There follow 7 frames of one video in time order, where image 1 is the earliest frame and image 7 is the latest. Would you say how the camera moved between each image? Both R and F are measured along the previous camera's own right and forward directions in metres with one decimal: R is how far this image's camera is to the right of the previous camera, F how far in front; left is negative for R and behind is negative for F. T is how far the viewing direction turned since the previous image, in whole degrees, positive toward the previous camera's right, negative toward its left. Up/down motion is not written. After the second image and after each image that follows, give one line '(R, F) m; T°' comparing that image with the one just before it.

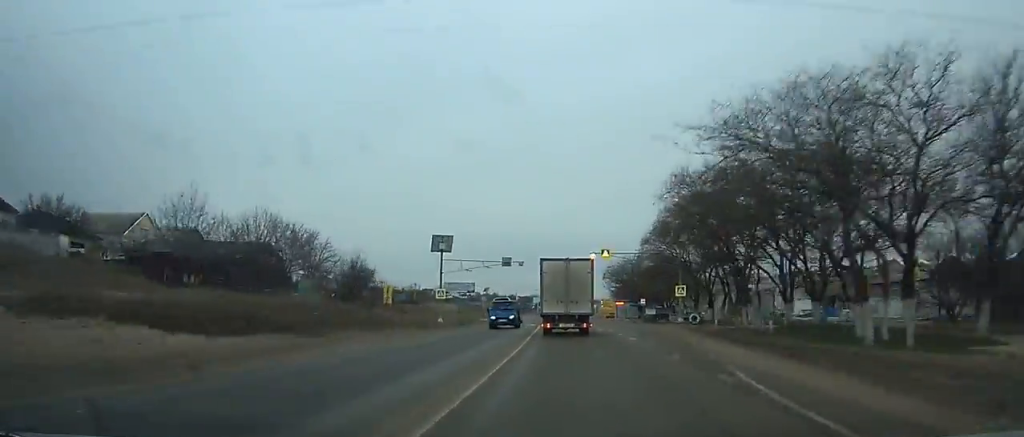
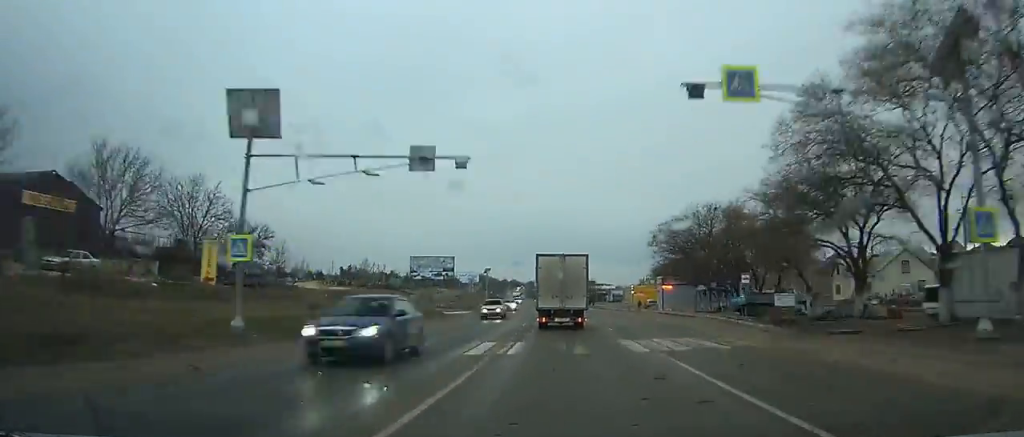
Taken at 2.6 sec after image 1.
(-0.6, +37.9) m; -2°
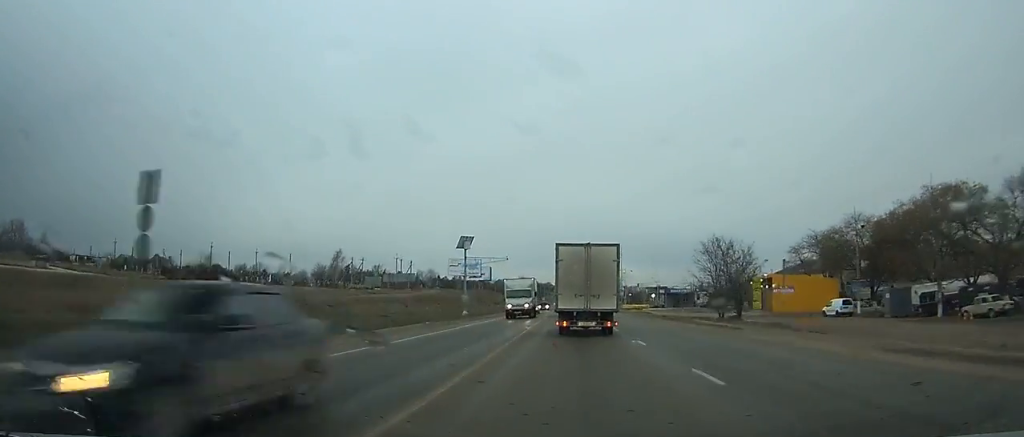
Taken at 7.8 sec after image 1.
(-3.0, +75.9) m; -4°
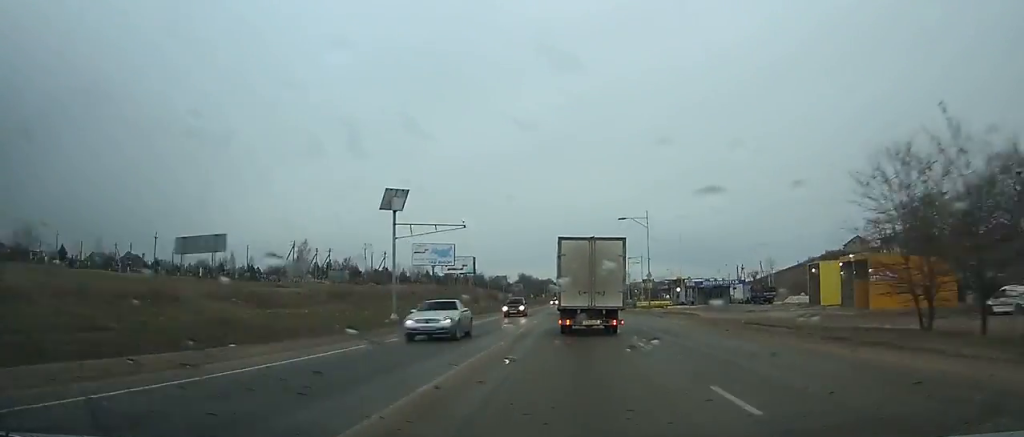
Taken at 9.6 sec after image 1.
(-0.3, +25.9) m; 0°
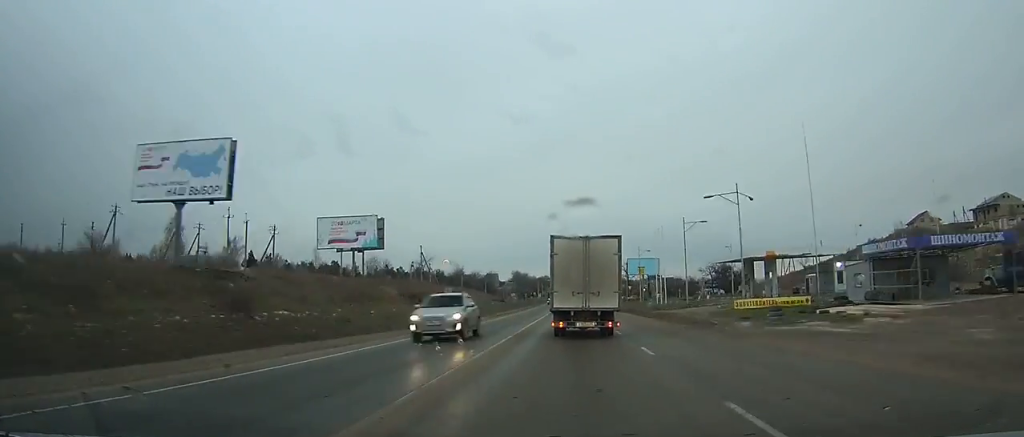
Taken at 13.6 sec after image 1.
(0.0, +57.1) m; 0°
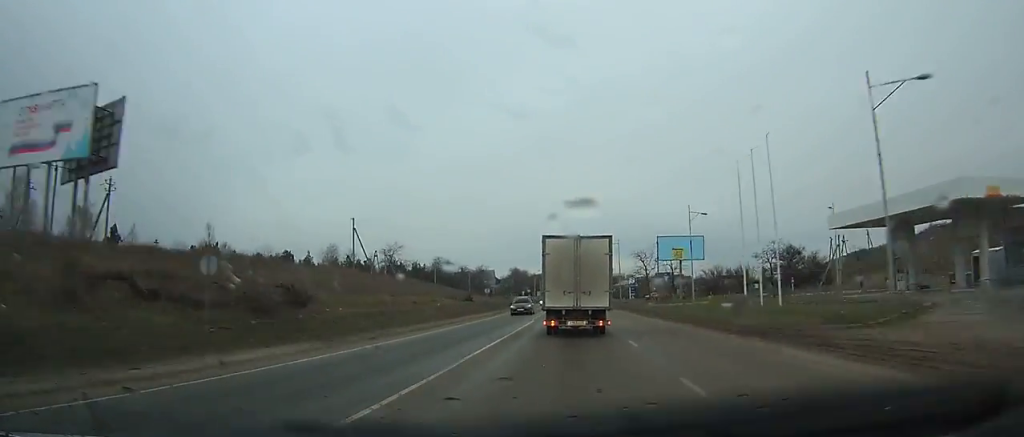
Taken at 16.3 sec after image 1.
(+0.2, +38.6) m; 0°
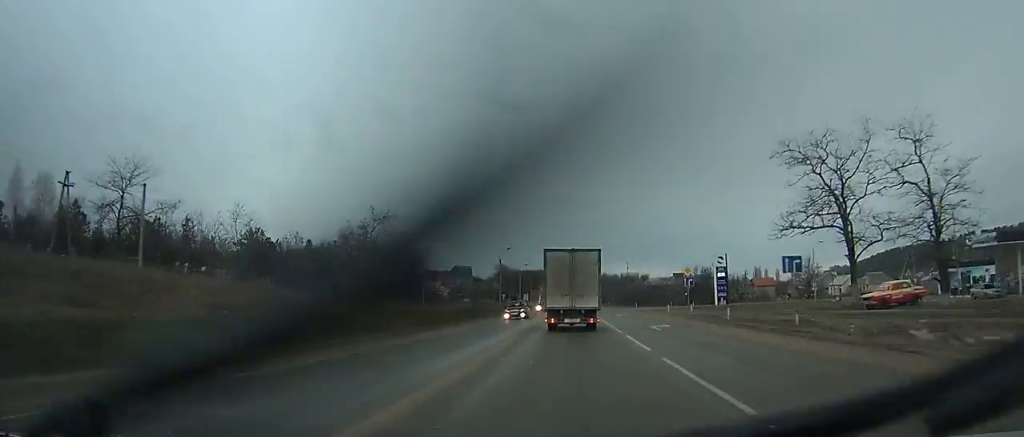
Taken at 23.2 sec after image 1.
(-0.1, +101.5) m; 0°
